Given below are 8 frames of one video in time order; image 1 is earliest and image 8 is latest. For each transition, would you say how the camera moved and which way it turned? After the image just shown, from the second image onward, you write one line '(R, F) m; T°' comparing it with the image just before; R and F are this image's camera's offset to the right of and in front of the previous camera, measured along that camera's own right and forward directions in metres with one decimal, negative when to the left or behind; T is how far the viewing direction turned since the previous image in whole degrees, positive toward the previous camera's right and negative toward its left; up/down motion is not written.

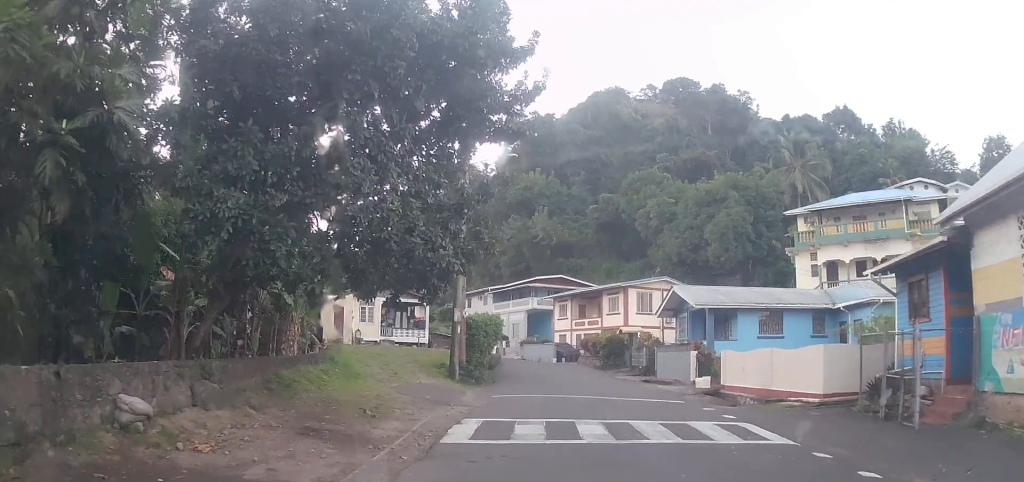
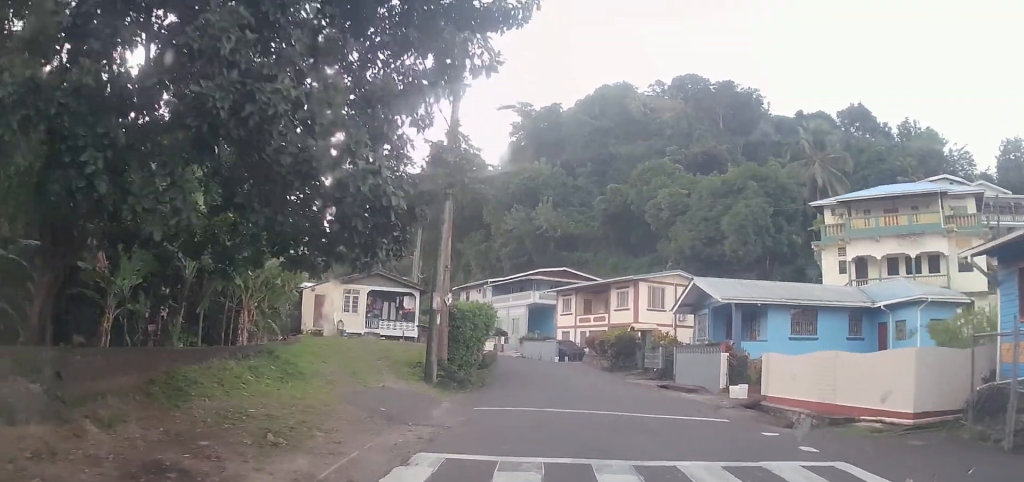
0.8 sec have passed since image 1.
(-0.1, +4.4) m; -1°
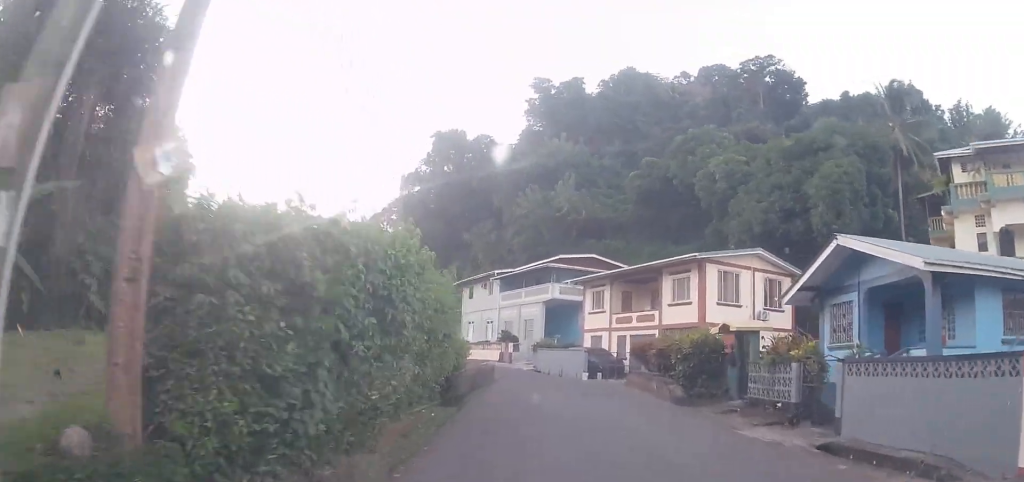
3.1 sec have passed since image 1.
(-0.5, +12.5) m; -5°
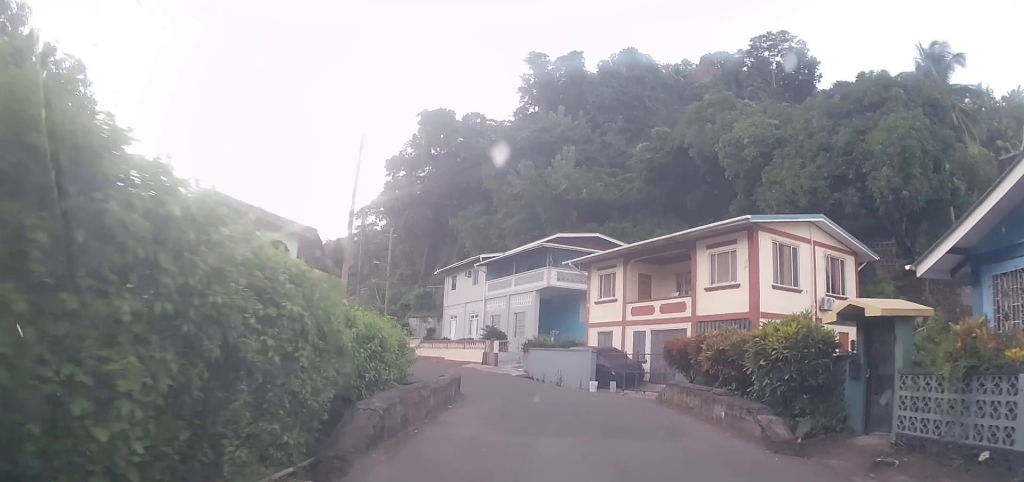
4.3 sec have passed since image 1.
(0.0, +7.7) m; +3°
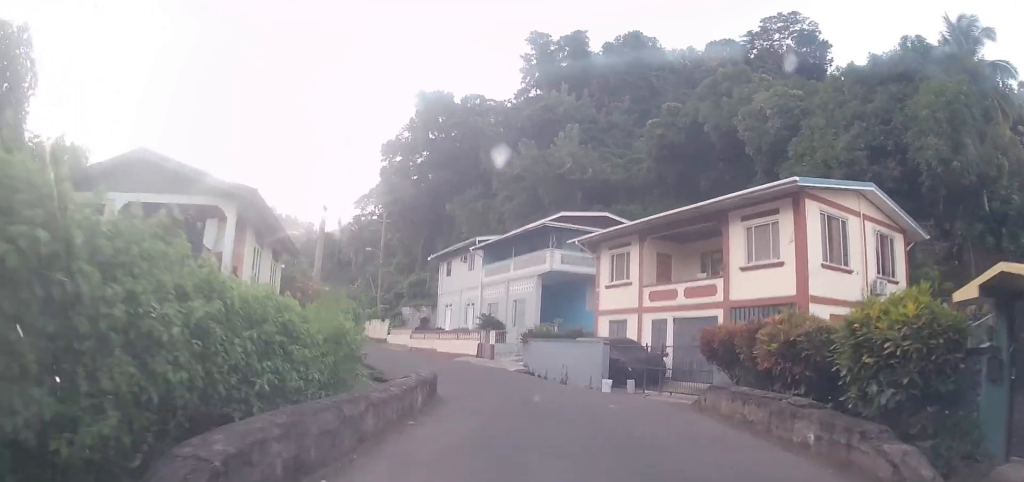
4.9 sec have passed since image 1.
(0.0, +3.9) m; +2°
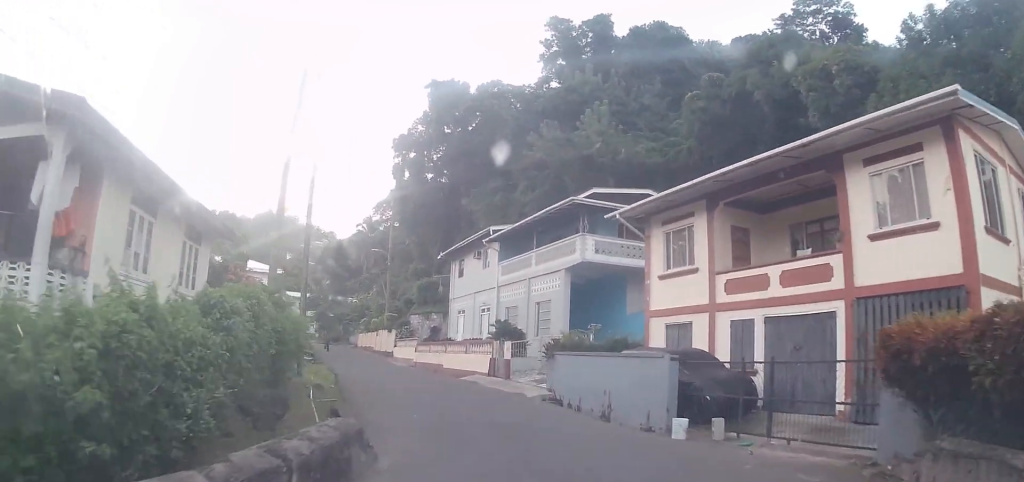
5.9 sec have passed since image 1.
(+0.4, +6.6) m; -9°
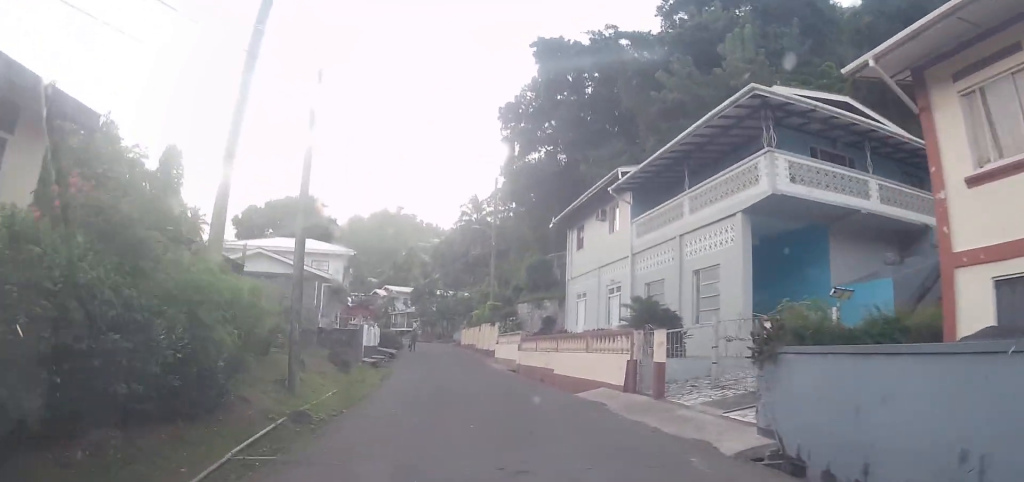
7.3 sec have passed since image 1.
(-1.8, +10.0) m; -7°
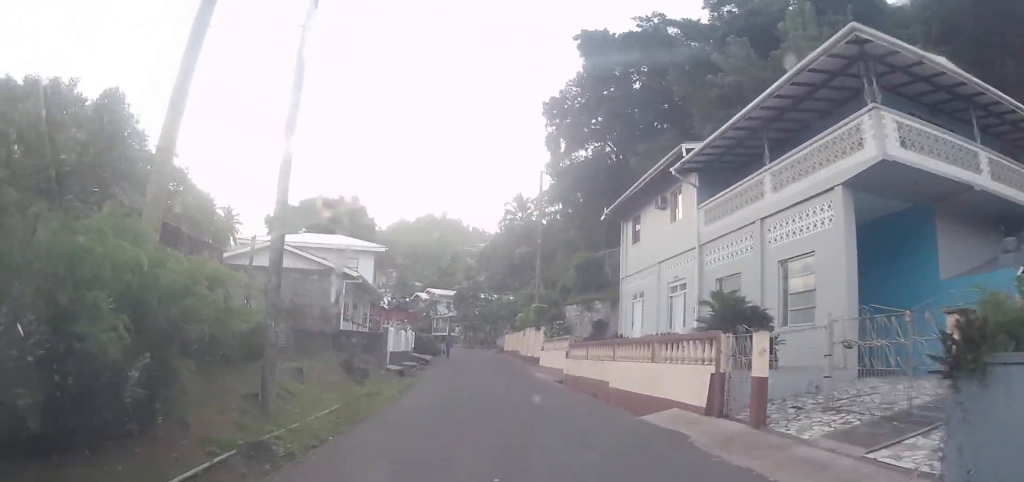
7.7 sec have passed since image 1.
(0.0, +3.5) m; +2°
